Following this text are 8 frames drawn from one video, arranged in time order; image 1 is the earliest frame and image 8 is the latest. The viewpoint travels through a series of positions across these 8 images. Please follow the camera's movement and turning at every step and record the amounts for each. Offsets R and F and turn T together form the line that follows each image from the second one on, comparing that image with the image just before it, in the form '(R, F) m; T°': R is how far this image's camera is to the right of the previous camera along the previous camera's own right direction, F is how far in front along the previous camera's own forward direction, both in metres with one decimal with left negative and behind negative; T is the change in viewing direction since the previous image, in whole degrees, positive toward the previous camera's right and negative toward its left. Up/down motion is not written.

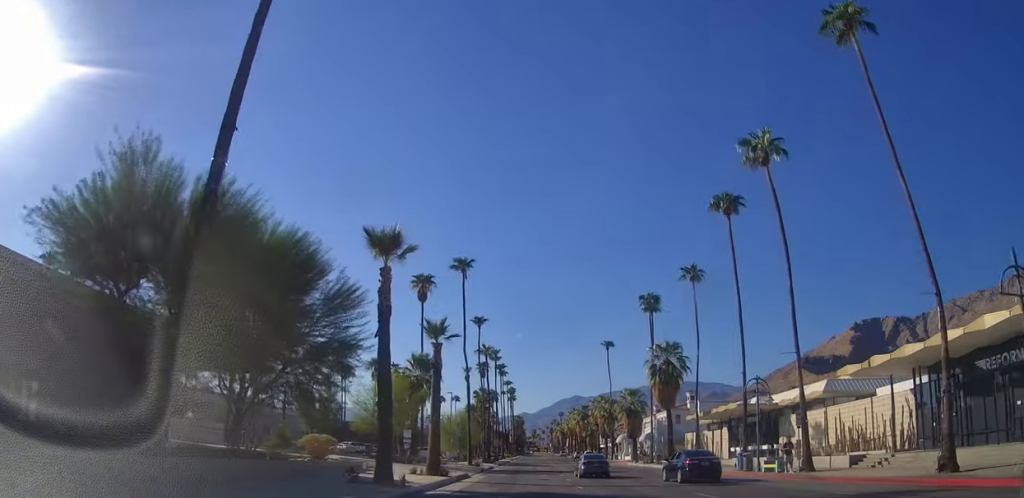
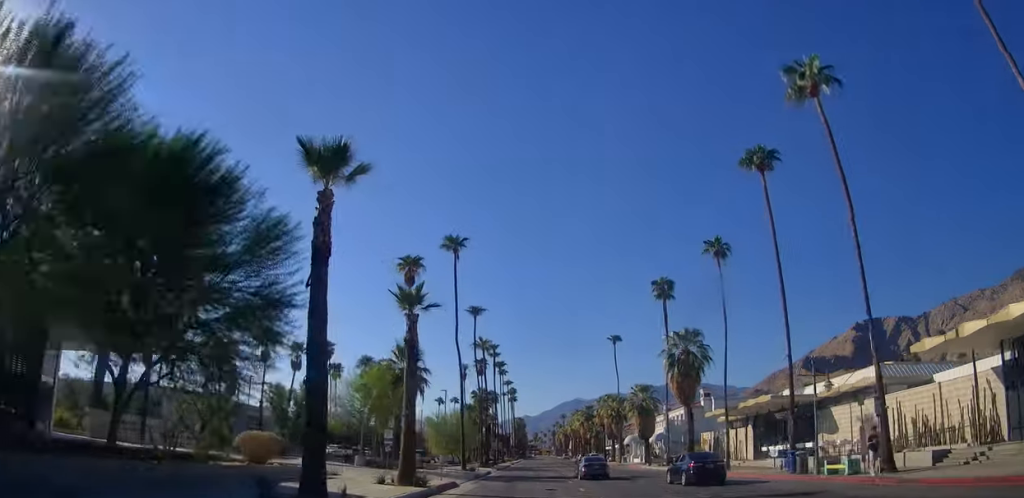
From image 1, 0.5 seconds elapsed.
(0.0, +7.0) m; 0°
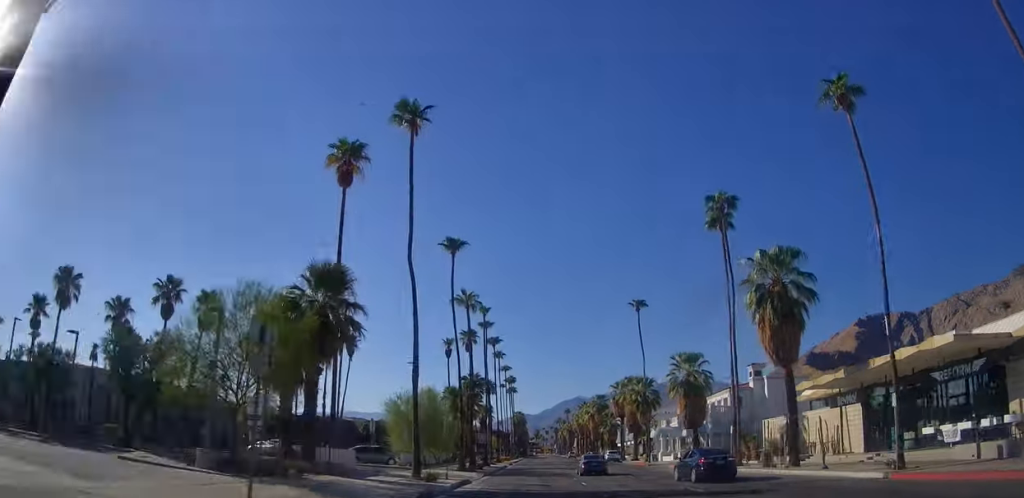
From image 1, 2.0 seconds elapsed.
(0.0, +20.4) m; 0°
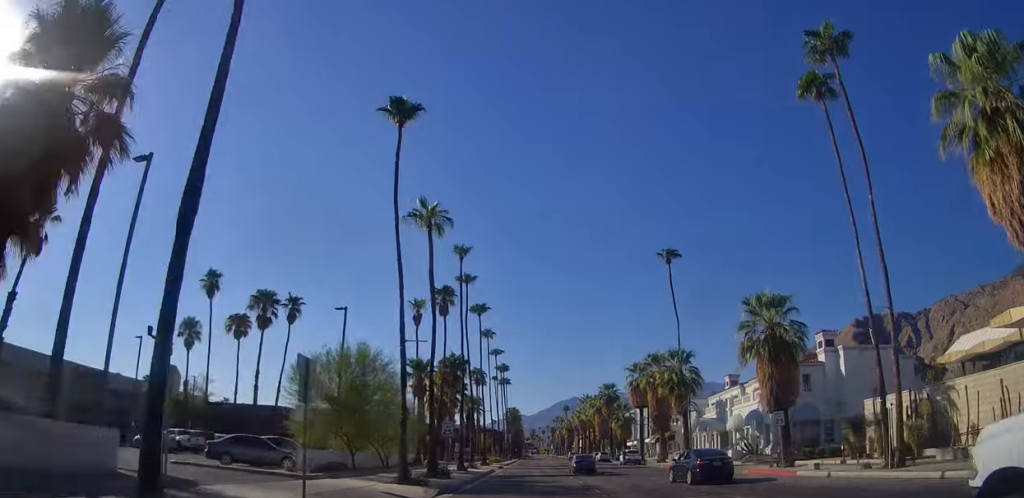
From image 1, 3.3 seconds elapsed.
(0.0, +19.3) m; 0°
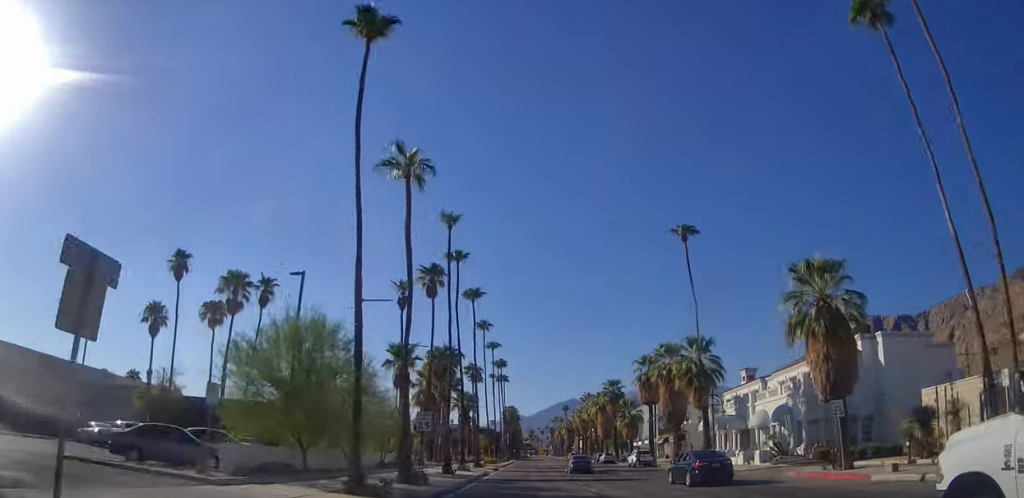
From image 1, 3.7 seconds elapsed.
(0.0, +6.6) m; 0°
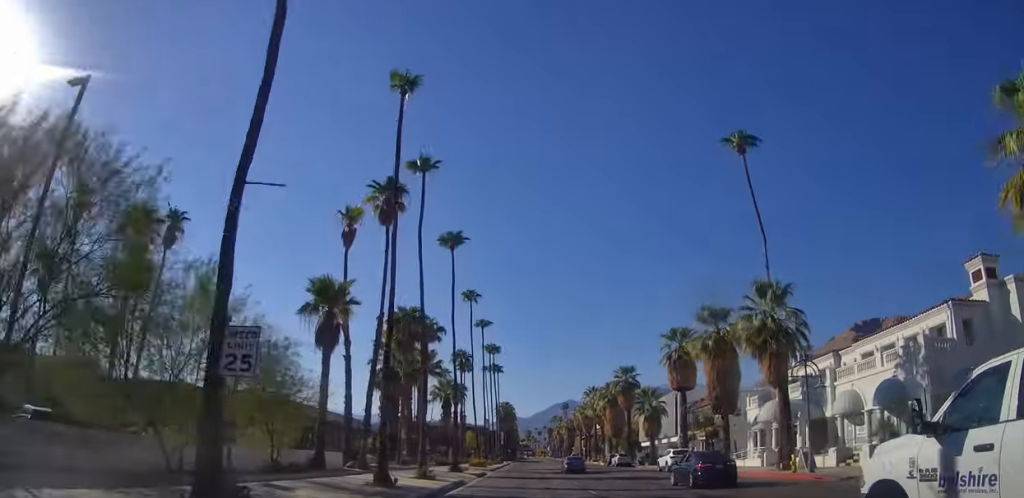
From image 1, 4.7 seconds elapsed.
(0.0, +15.5) m; 0°
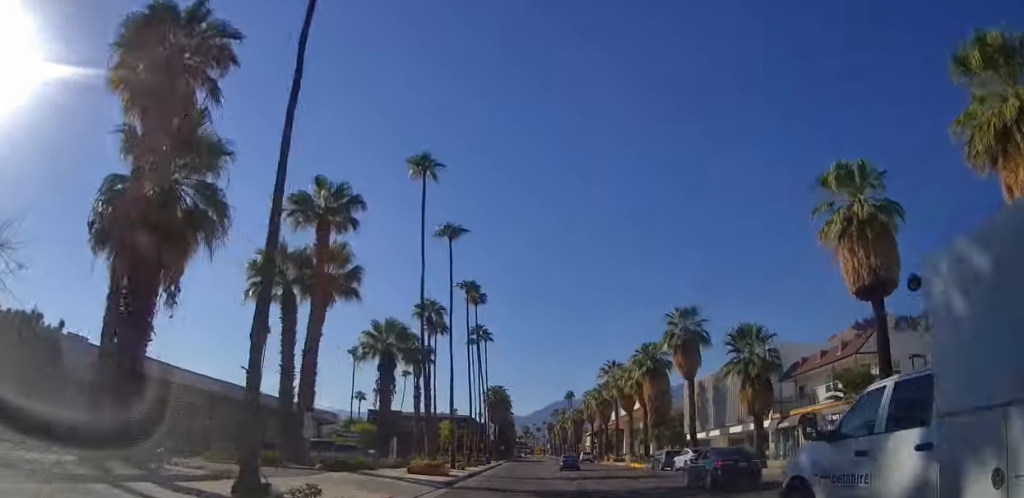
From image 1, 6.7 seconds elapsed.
(0.0, +31.0) m; 0°
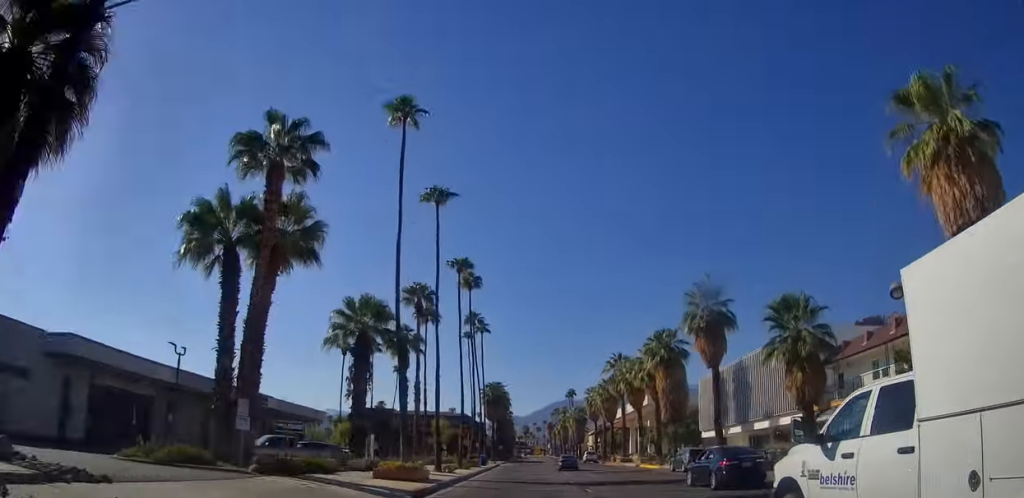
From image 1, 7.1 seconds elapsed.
(0.0, +6.5) m; 0°
